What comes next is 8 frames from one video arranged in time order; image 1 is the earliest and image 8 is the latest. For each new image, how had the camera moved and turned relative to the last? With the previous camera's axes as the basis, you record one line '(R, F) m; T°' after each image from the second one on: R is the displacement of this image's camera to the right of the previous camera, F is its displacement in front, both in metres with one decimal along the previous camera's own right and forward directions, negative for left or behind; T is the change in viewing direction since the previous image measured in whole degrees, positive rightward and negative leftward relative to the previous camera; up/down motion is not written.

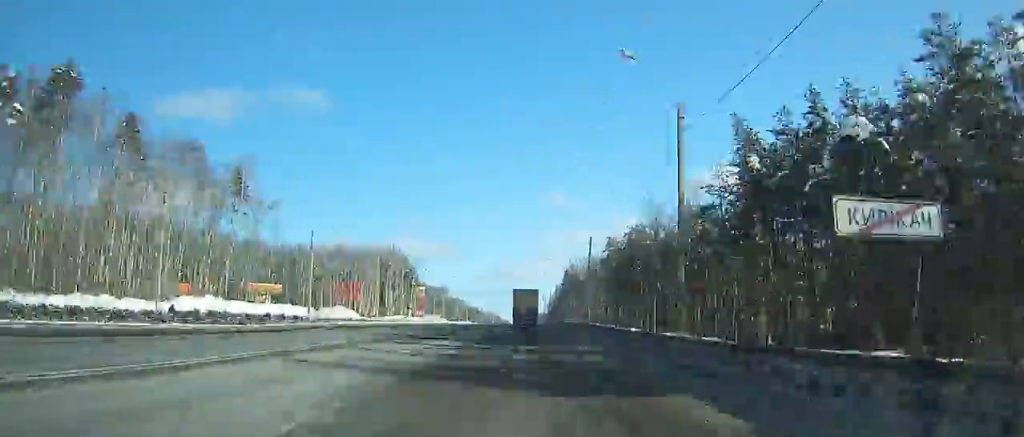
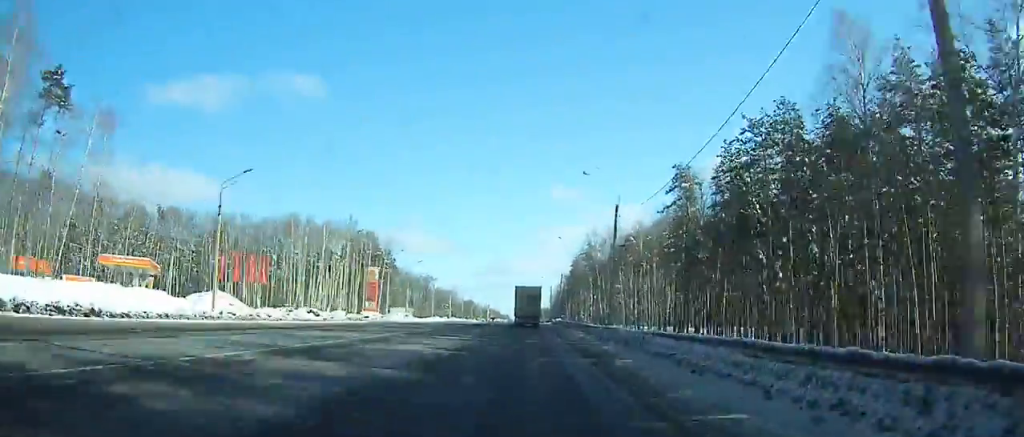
(+0.9, +50.9) m; +1°
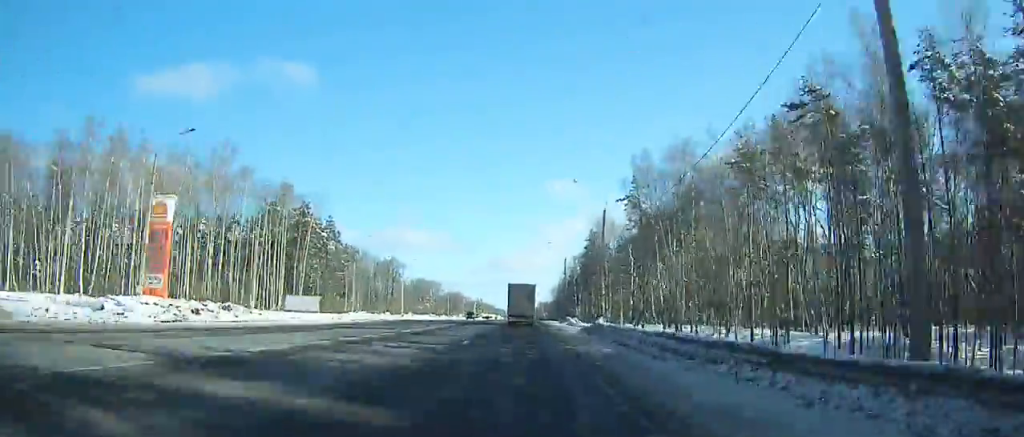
(-0.6, +64.8) m; -1°
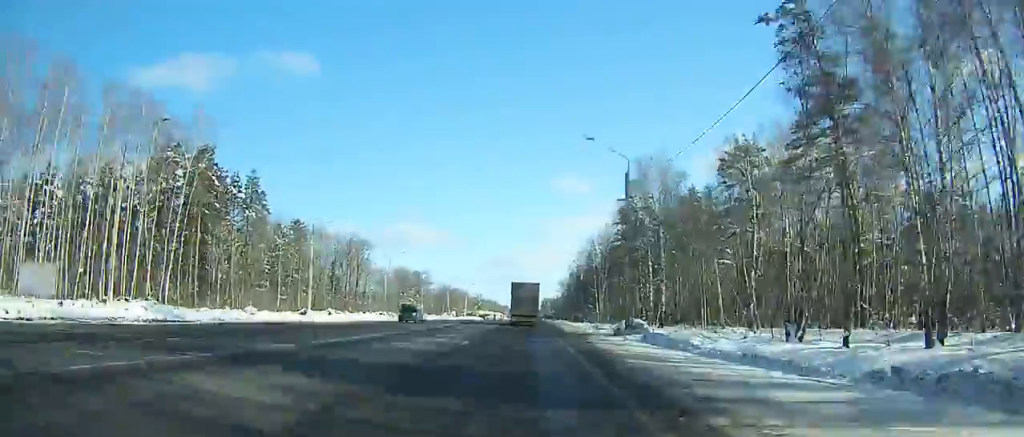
(-0.2, +49.0) m; 0°
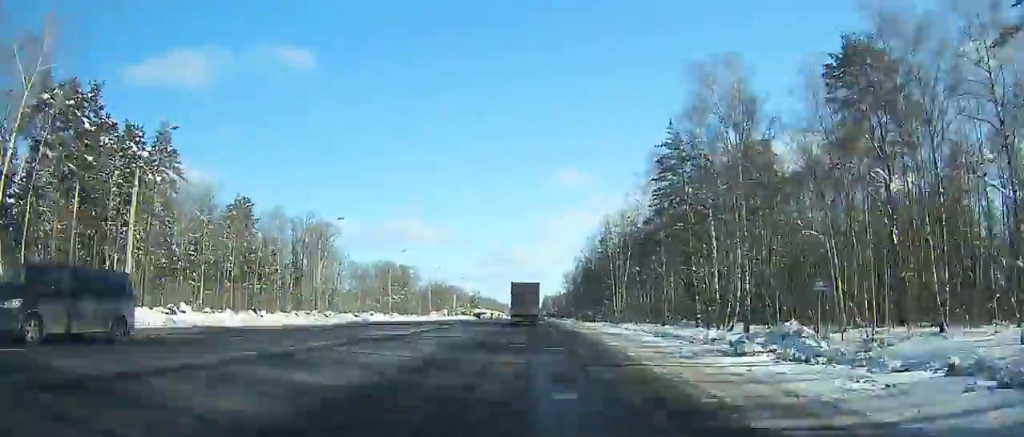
(+0.2, +31.3) m; 0°
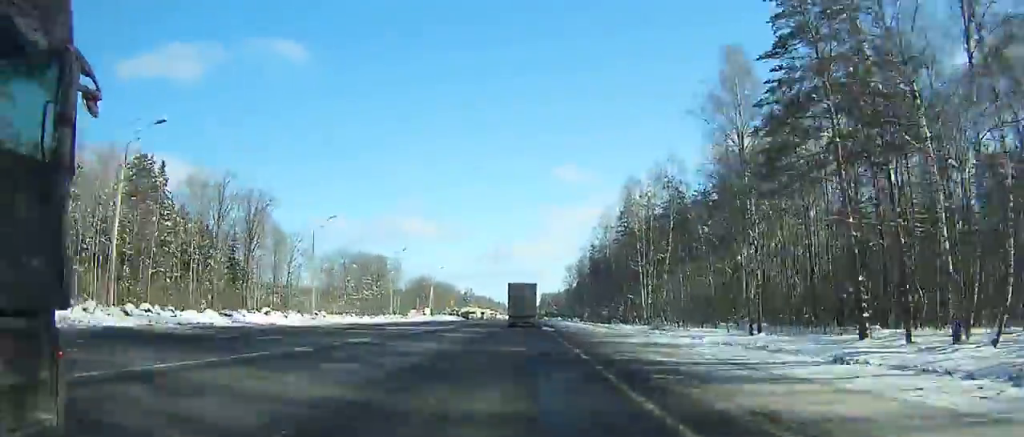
(0.0, +33.1) m; 0°
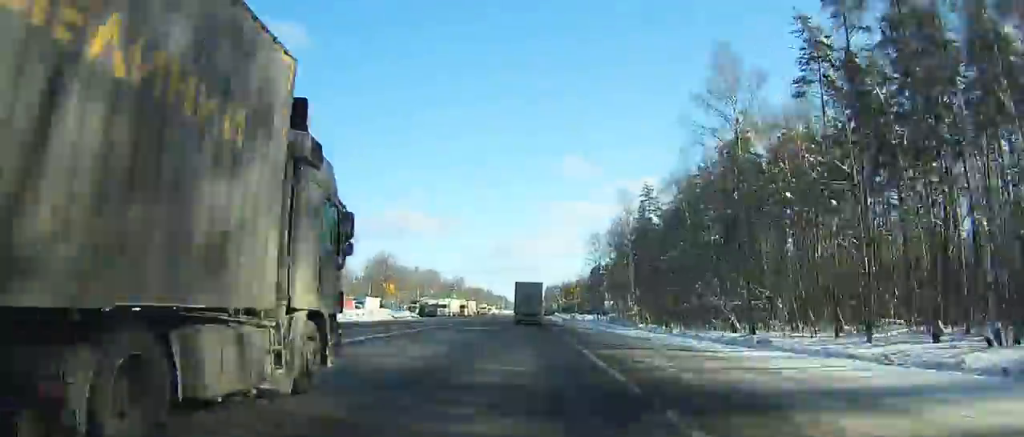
(-0.5, +75.5) m; -1°
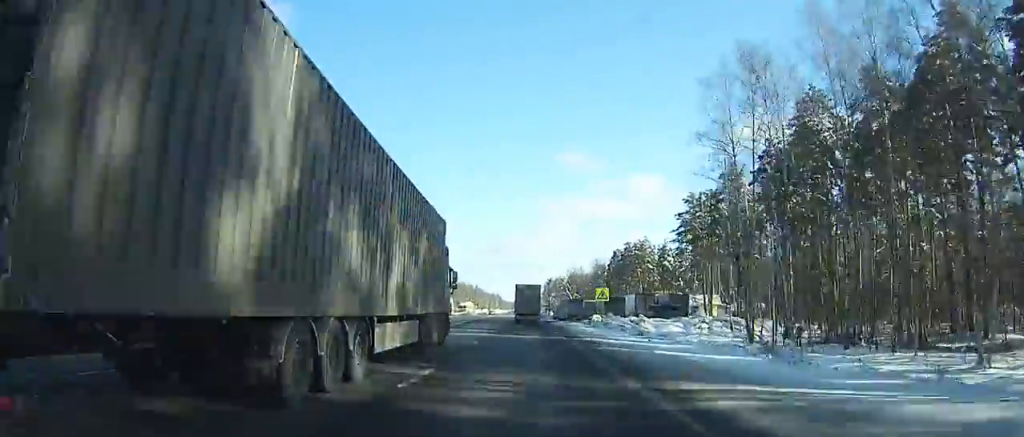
(-0.2, +97.5) m; -1°
